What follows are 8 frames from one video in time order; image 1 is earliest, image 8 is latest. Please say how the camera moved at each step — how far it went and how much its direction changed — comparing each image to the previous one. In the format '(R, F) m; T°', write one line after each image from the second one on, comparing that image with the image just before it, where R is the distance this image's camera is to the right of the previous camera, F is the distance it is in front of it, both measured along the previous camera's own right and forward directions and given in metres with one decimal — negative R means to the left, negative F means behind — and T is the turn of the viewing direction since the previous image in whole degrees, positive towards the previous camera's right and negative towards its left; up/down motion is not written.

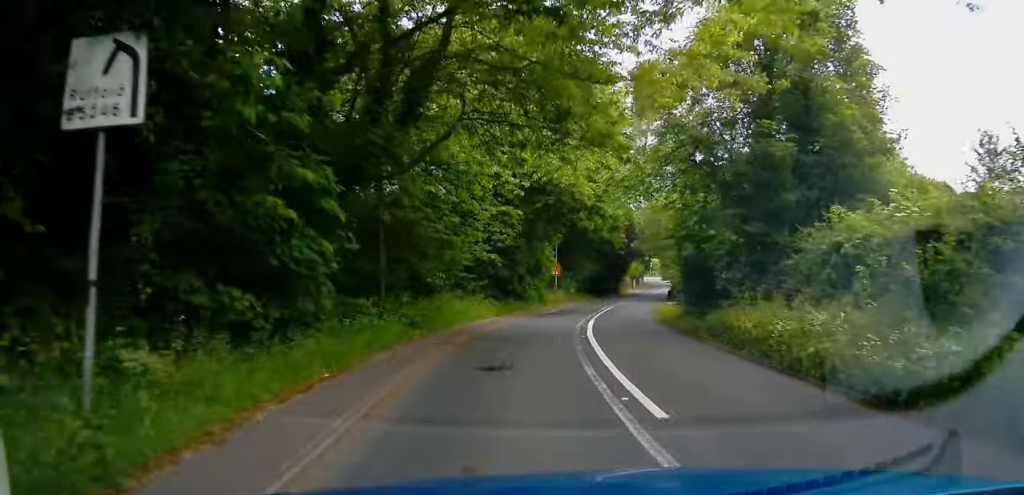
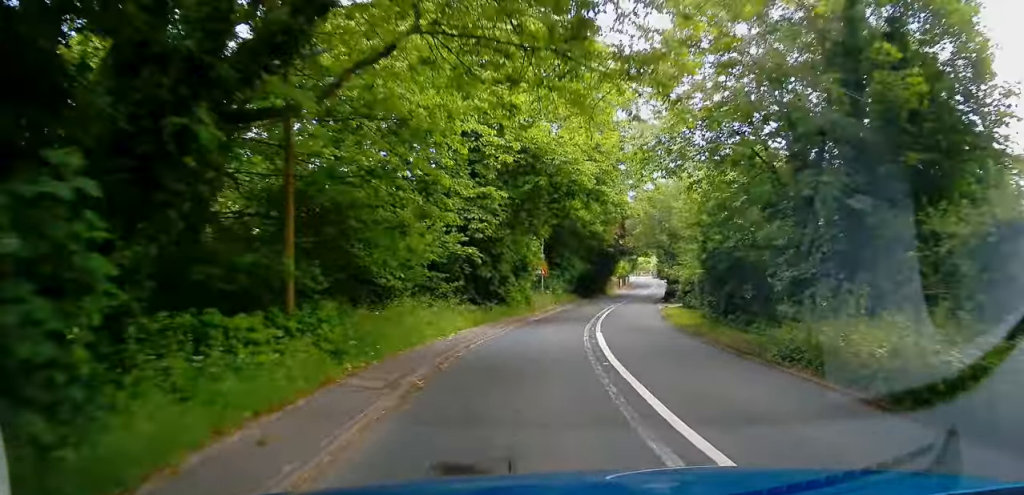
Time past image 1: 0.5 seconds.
(+0.1, +5.8) m; +2°
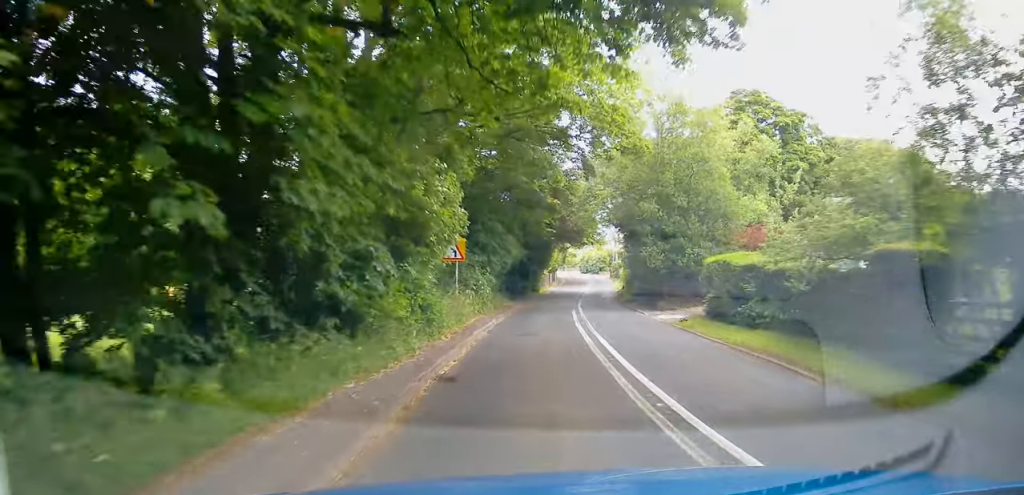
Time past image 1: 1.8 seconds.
(+0.6, +17.9) m; +5°
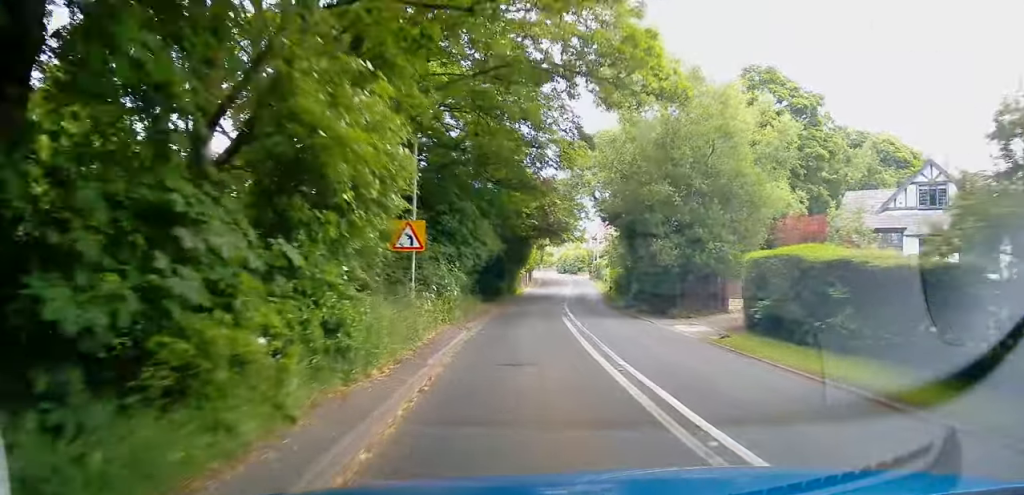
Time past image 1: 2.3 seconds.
(-0.1, +6.1) m; +3°
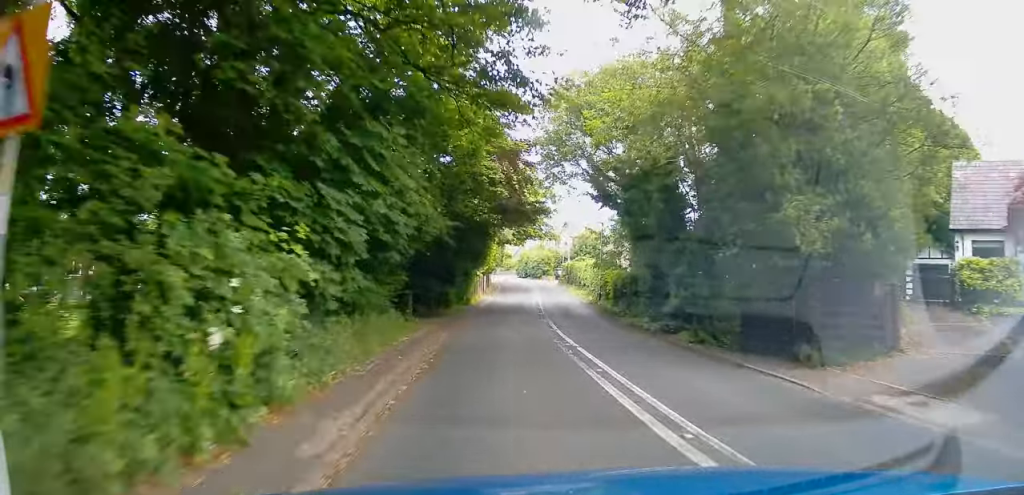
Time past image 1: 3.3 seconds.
(+1.0, +13.5) m; +7°
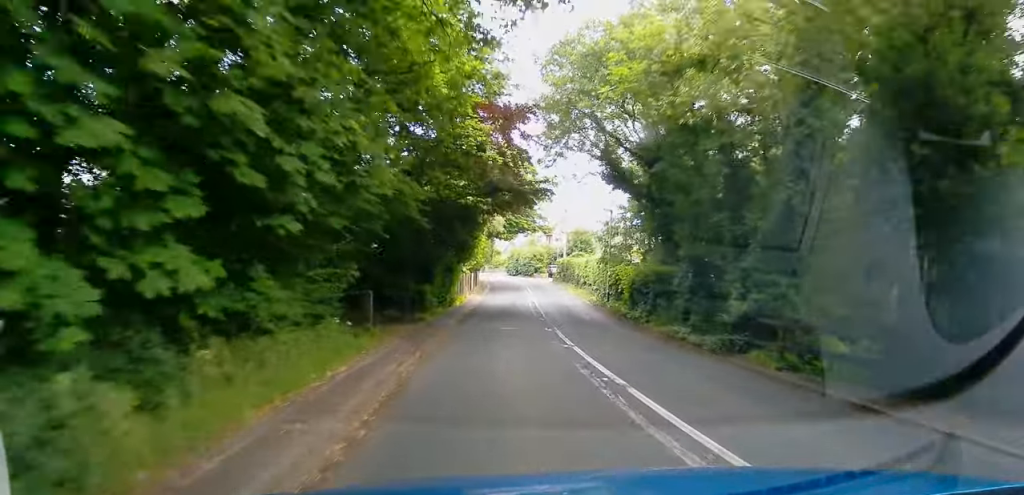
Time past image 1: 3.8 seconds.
(+0.2, +5.8) m; +2°
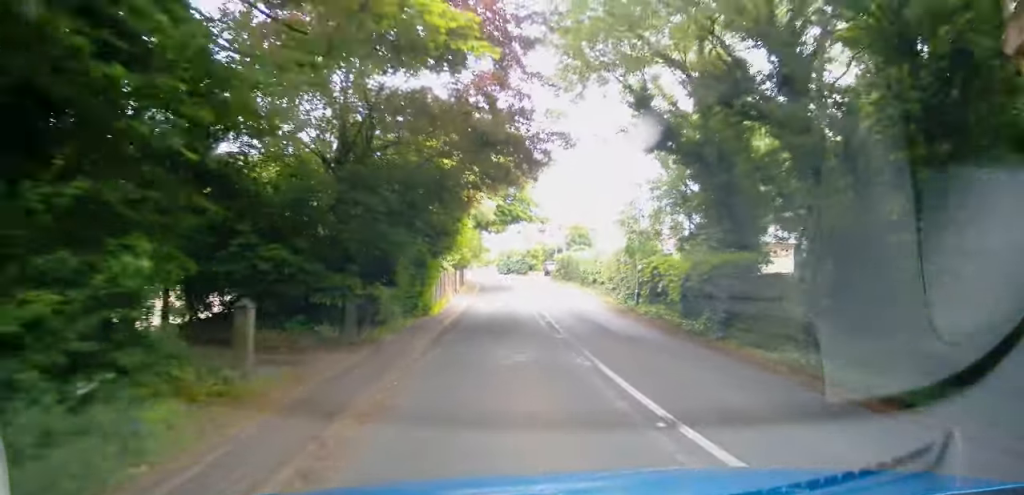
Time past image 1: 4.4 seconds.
(+0.2, +7.5) m; +1°
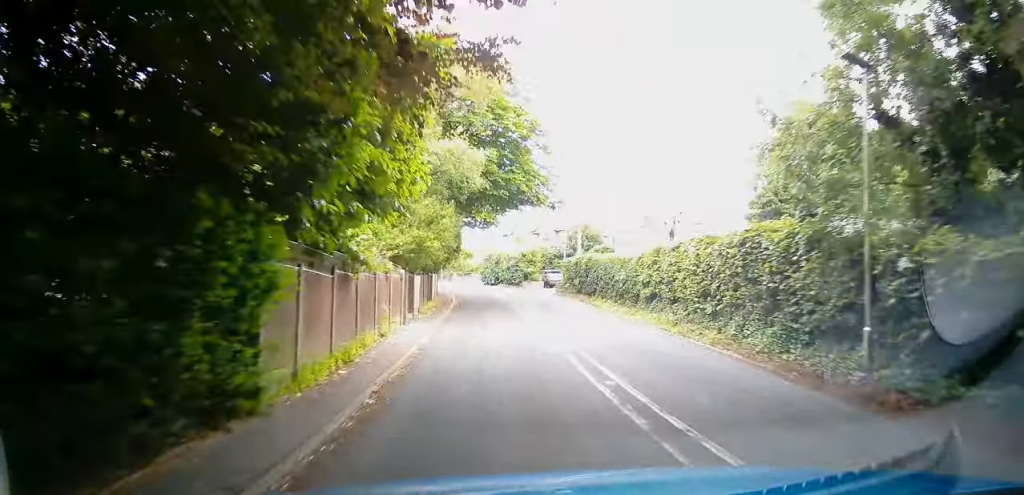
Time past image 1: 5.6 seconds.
(+0.1, +15.1) m; +1°
